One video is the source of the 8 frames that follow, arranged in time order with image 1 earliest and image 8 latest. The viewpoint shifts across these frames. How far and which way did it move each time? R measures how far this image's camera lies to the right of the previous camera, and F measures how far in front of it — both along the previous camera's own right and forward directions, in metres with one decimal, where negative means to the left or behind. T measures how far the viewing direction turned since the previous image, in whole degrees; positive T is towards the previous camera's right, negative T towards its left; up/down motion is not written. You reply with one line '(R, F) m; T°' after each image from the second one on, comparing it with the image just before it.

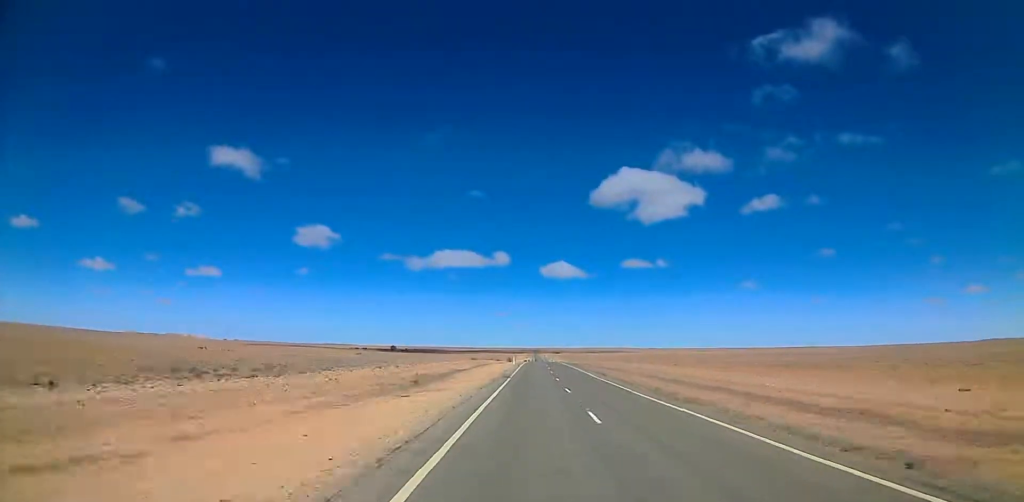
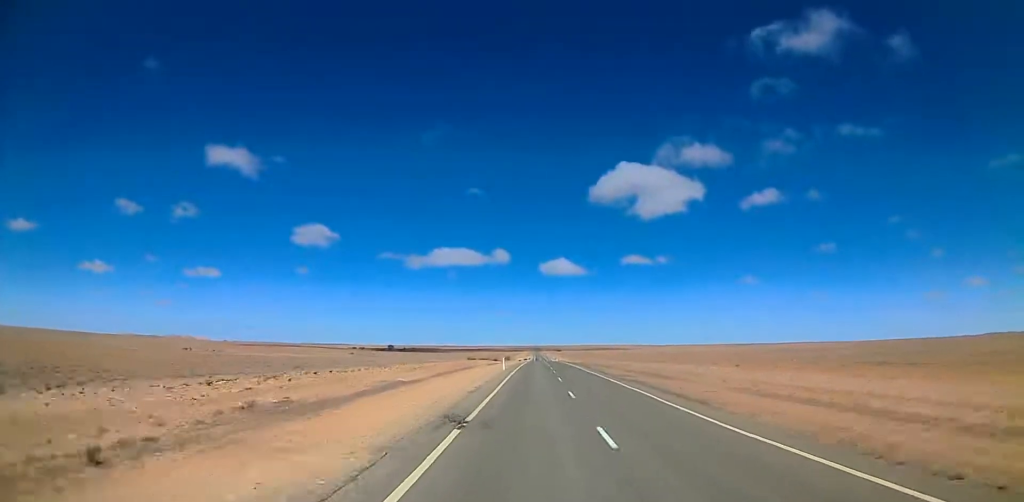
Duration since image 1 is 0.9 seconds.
(+0.1, +25.9) m; 0°
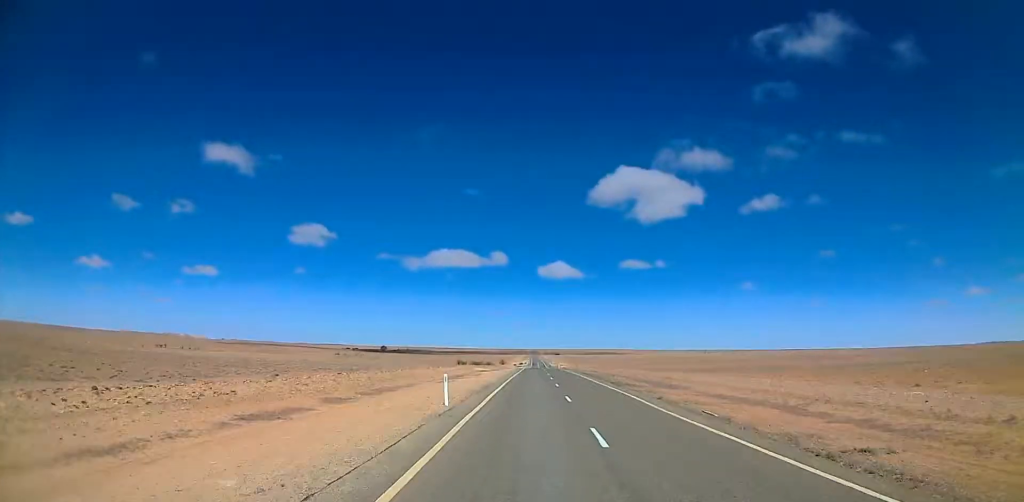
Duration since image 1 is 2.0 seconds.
(+0.1, +31.2) m; 0°
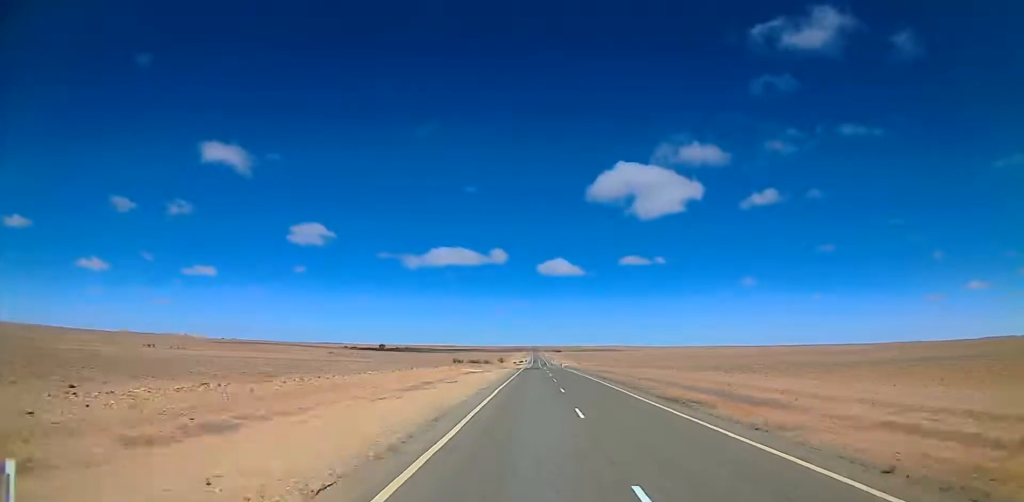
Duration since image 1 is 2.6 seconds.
(+0.1, +16.2) m; 0°
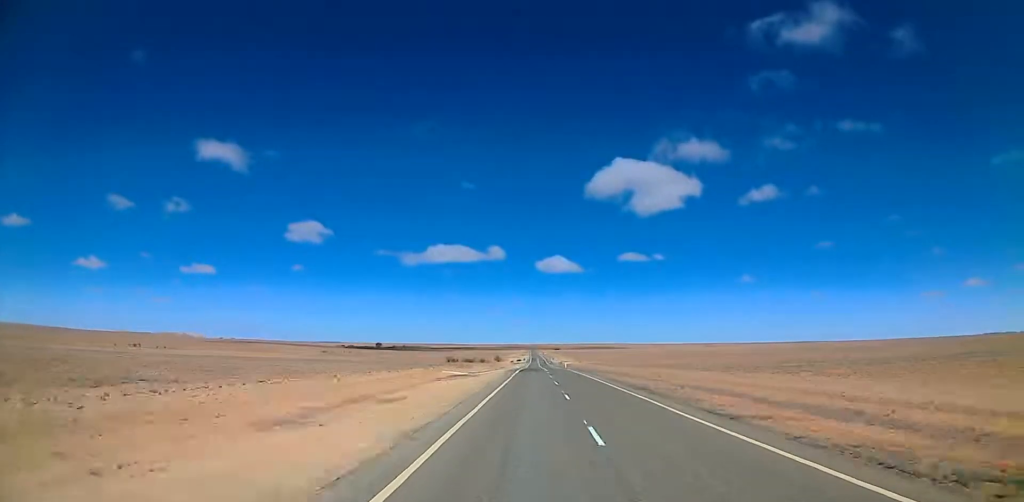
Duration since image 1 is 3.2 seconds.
(-0.1, +16.5) m; 0°
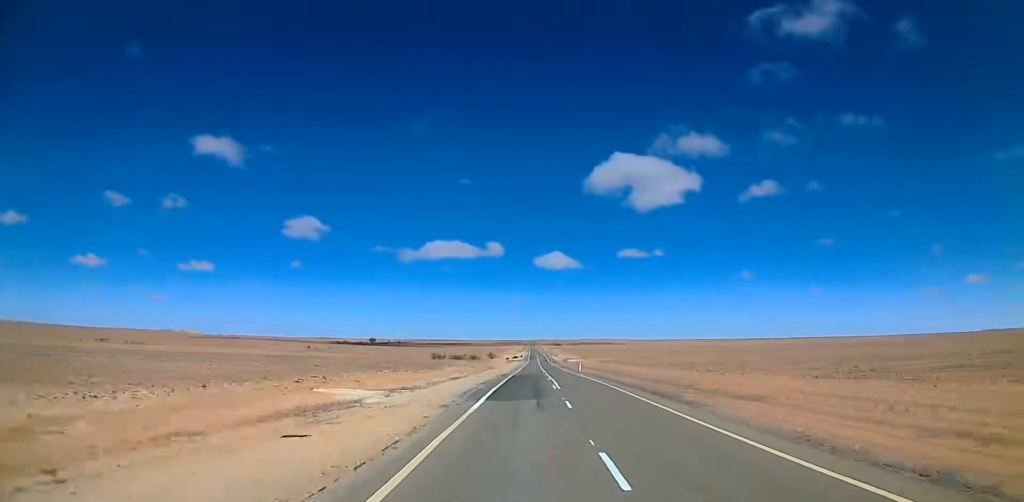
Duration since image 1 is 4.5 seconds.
(-0.2, +42.9) m; 0°
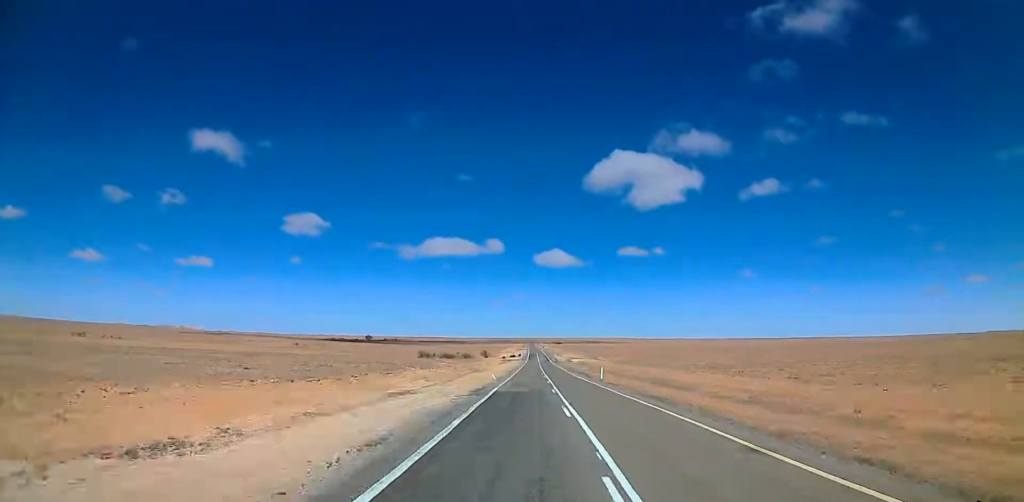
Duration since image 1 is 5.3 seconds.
(+0.2, +28.3) m; 0°
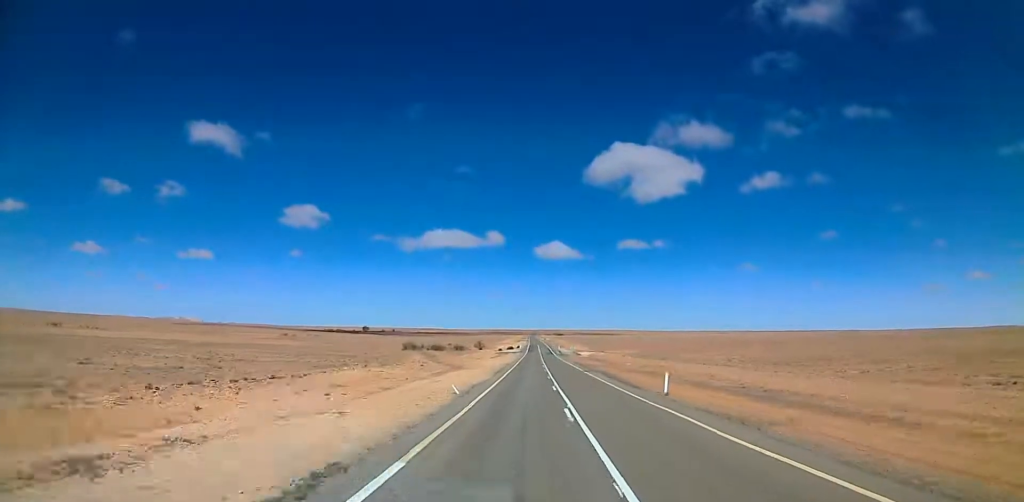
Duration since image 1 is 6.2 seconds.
(0.0, +26.5) m; 0°
